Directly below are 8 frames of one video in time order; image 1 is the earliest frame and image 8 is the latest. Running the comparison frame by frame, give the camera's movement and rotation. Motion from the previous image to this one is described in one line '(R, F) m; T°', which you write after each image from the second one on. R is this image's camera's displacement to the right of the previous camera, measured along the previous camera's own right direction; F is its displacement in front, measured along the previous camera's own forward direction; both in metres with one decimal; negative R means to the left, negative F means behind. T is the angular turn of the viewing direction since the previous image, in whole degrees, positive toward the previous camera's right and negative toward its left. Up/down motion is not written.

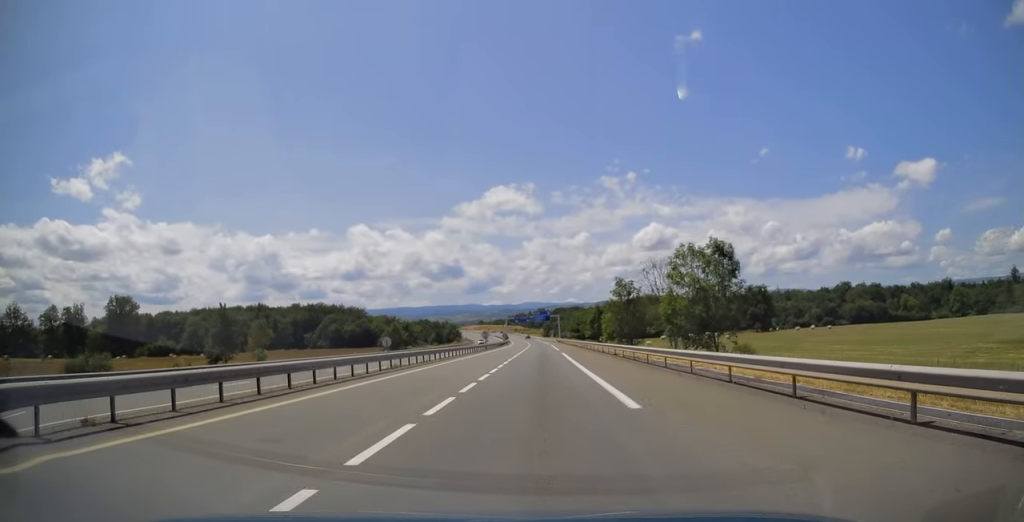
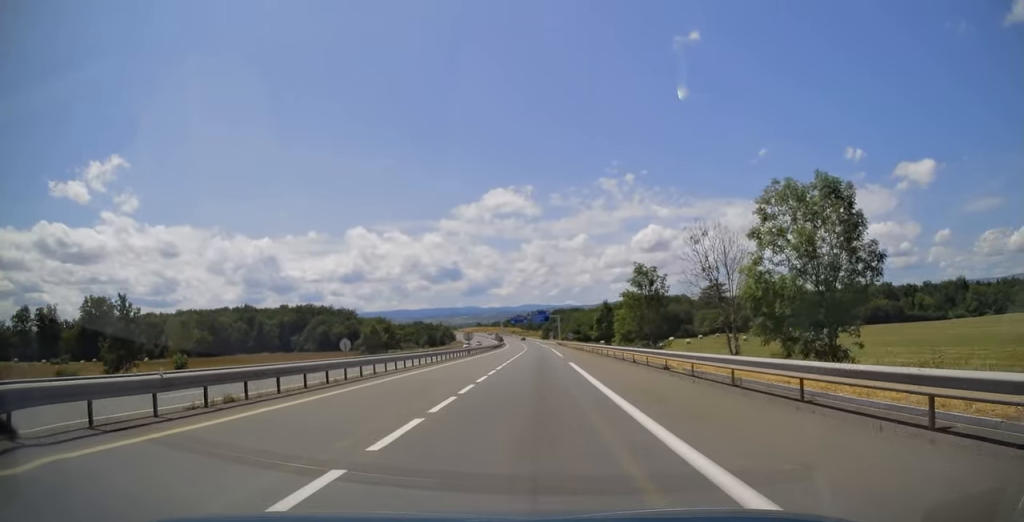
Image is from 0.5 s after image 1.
(-0.2, +16.5) m; 0°
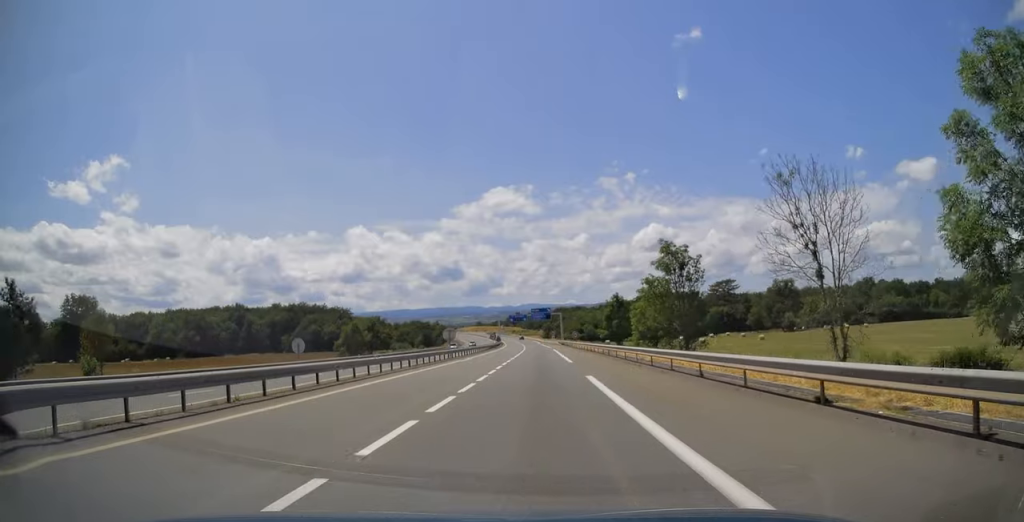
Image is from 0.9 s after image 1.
(+0.2, +12.9) m; 0°
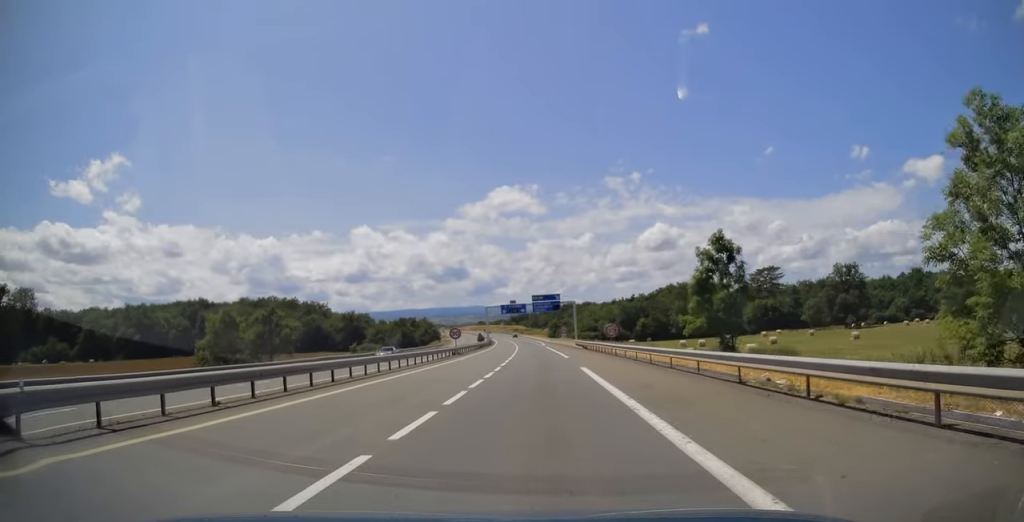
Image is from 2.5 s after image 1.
(-0.2, +46.9) m; -1°
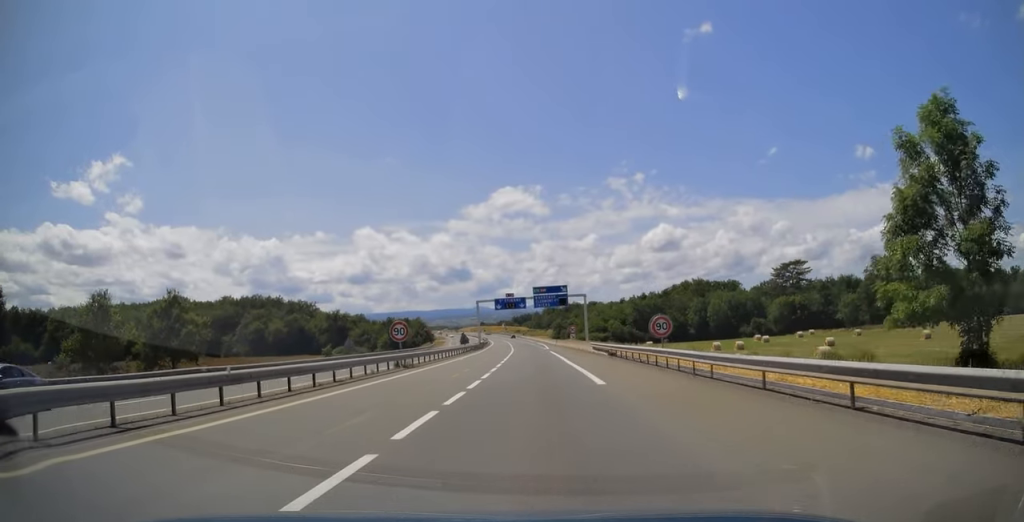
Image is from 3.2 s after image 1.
(0.0, +21.6) m; 0°
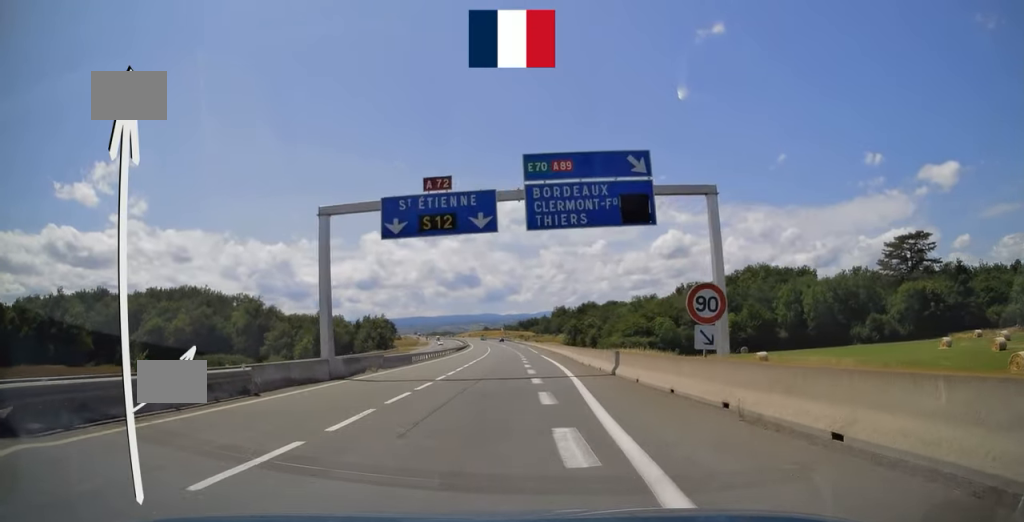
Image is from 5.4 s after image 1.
(-0.1, +68.5) m; -1°
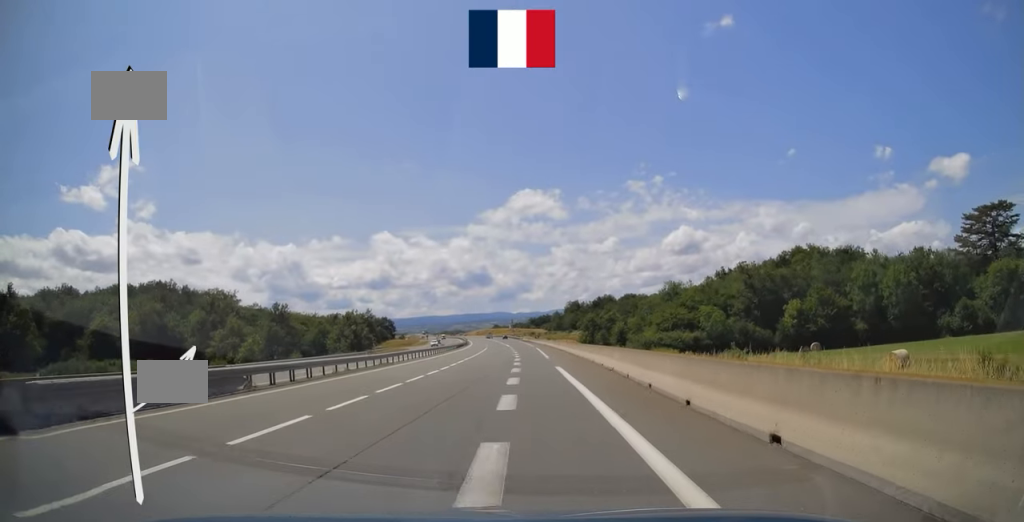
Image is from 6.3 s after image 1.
(-0.3, +27.7) m; -1°
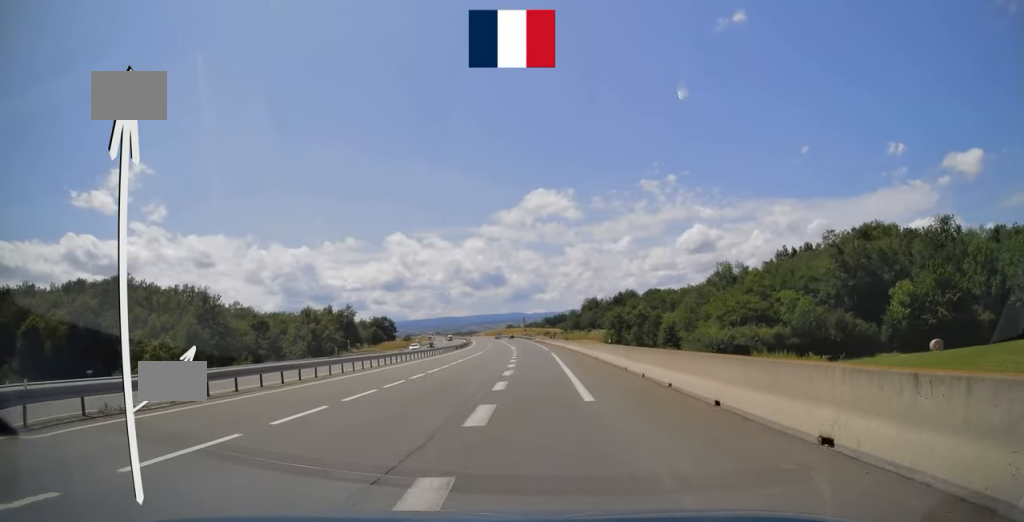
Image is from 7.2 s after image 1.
(-0.1, +28.1) m; 0°
